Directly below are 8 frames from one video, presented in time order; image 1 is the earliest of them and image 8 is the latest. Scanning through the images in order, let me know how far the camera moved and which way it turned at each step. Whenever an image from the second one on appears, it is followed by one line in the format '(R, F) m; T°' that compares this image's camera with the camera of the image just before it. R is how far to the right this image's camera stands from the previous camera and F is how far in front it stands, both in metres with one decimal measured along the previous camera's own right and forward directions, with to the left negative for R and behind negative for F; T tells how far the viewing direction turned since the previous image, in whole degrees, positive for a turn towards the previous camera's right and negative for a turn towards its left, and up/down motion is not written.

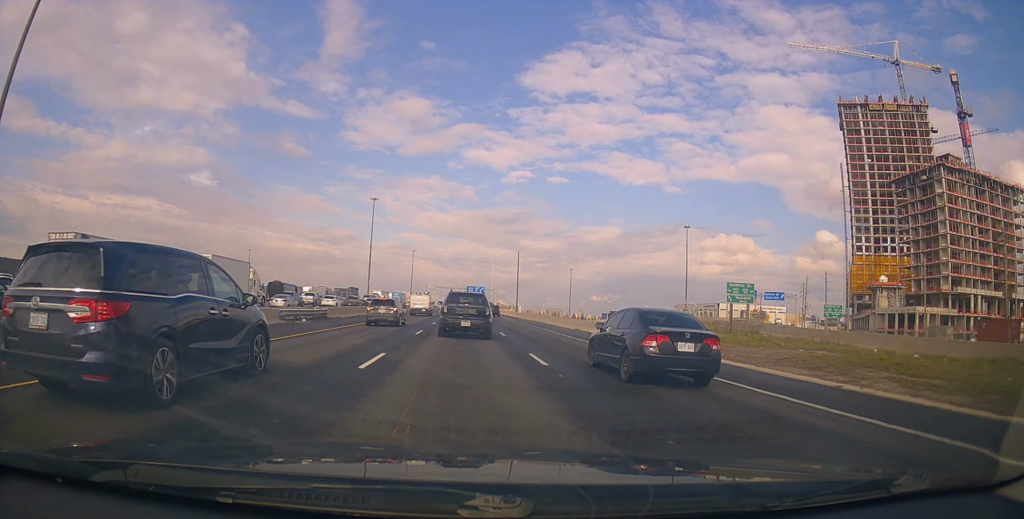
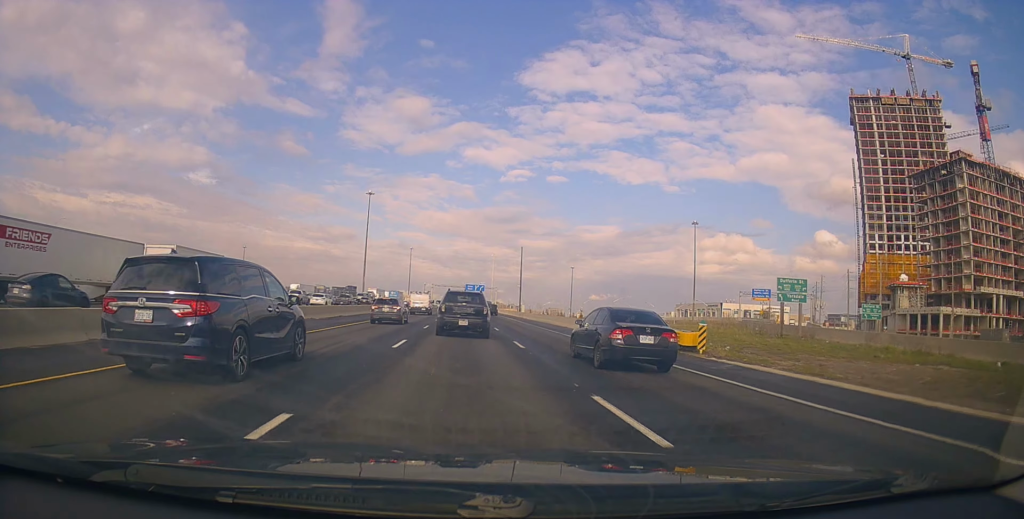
(-0.5, +7.5) m; 0°
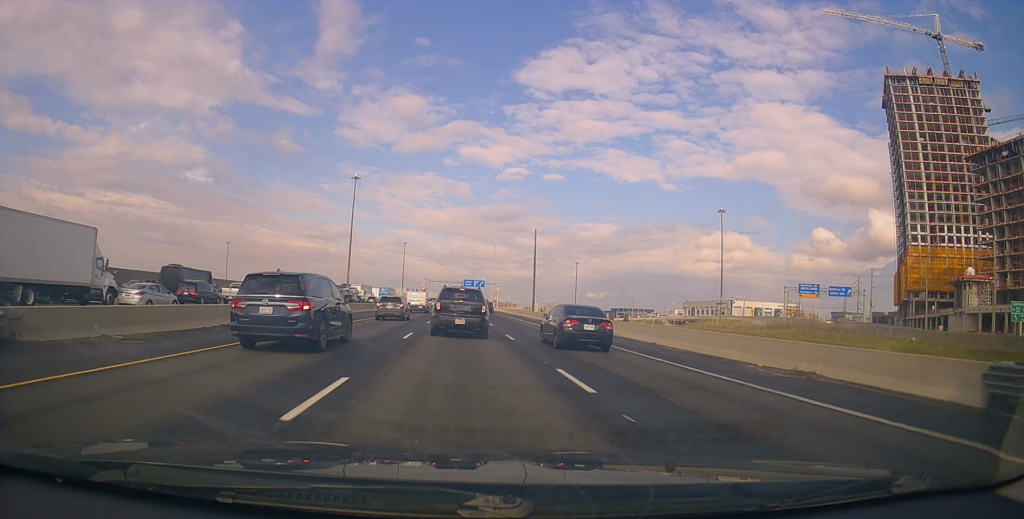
(+0.6, +20.8) m; +3°
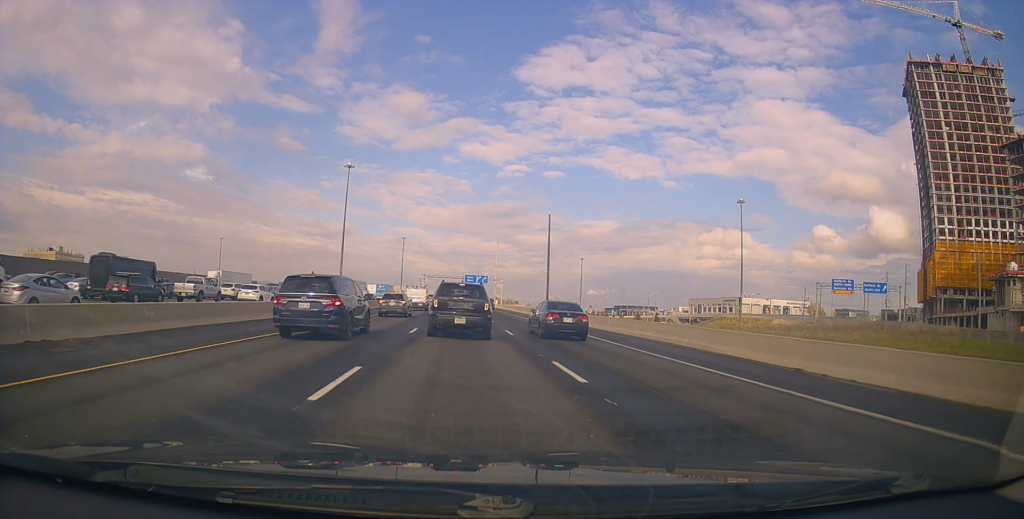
(-0.2, +10.6) m; 0°
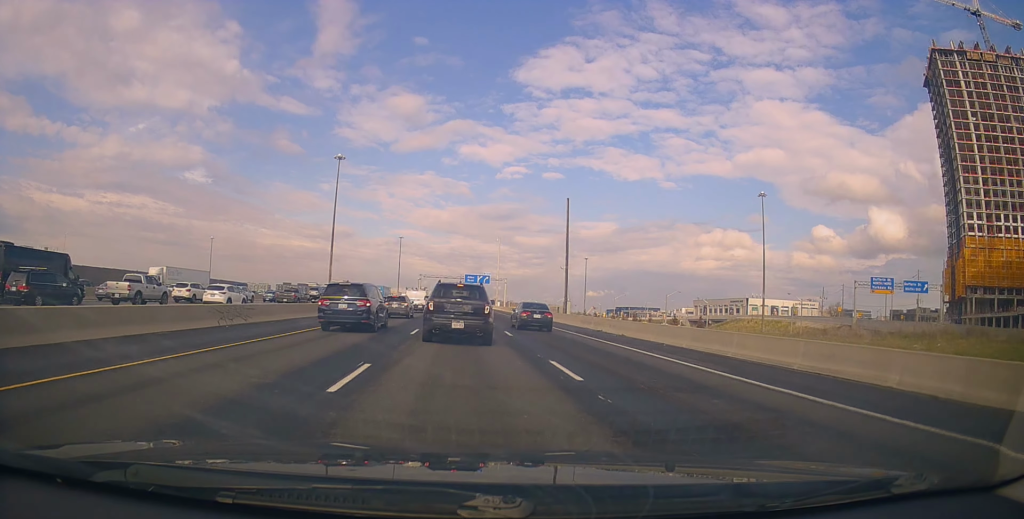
(0.0, +11.3) m; -4°
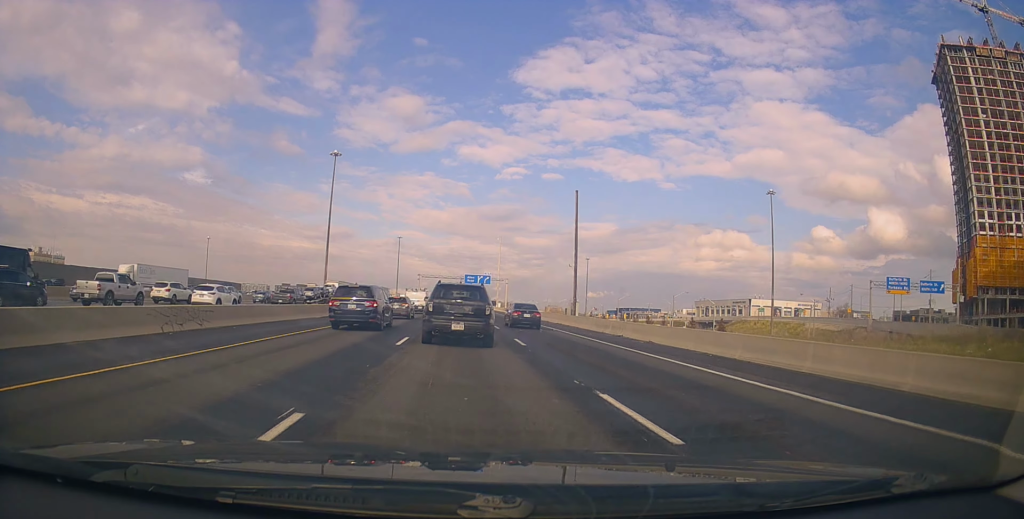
(-0.4, +4.2) m; +1°
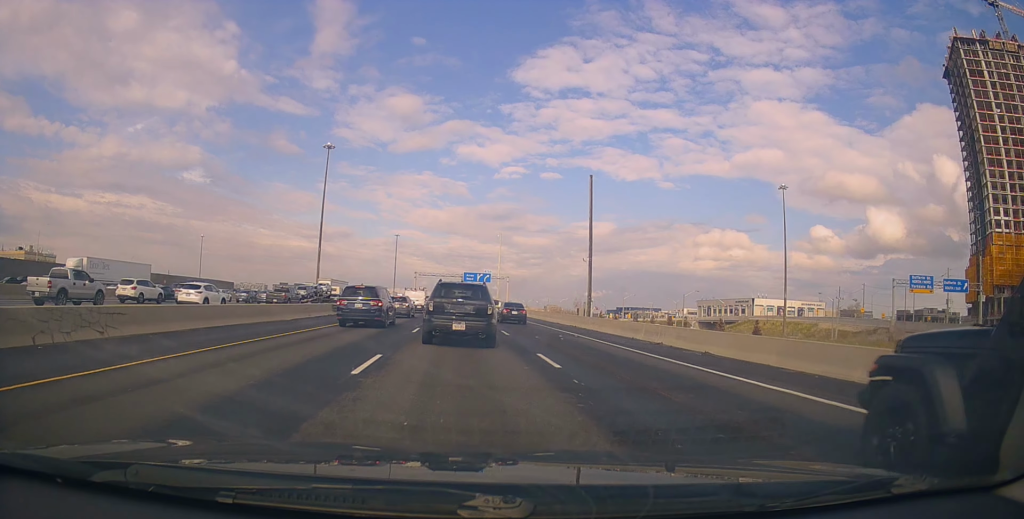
(-0.1, +6.1) m; +2°
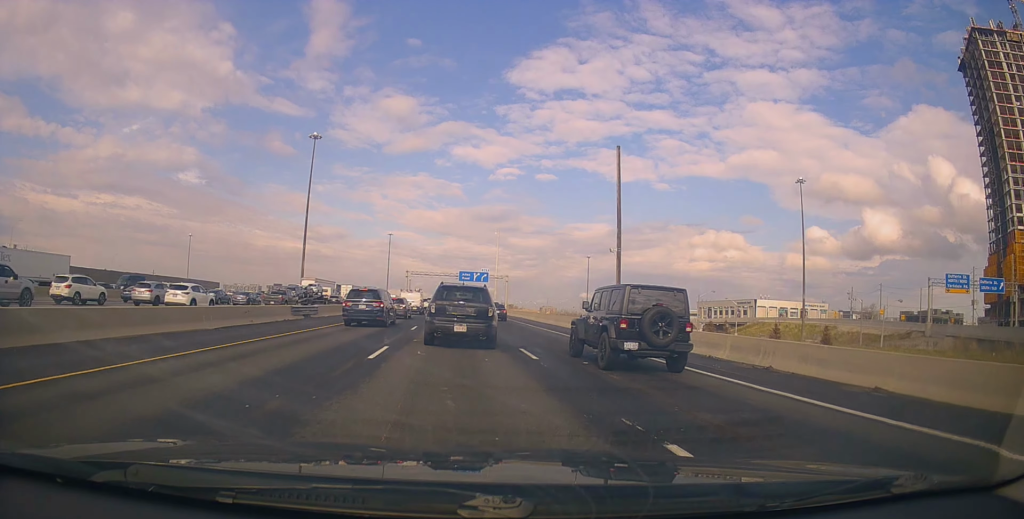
(+0.6, +9.4) m; 0°
